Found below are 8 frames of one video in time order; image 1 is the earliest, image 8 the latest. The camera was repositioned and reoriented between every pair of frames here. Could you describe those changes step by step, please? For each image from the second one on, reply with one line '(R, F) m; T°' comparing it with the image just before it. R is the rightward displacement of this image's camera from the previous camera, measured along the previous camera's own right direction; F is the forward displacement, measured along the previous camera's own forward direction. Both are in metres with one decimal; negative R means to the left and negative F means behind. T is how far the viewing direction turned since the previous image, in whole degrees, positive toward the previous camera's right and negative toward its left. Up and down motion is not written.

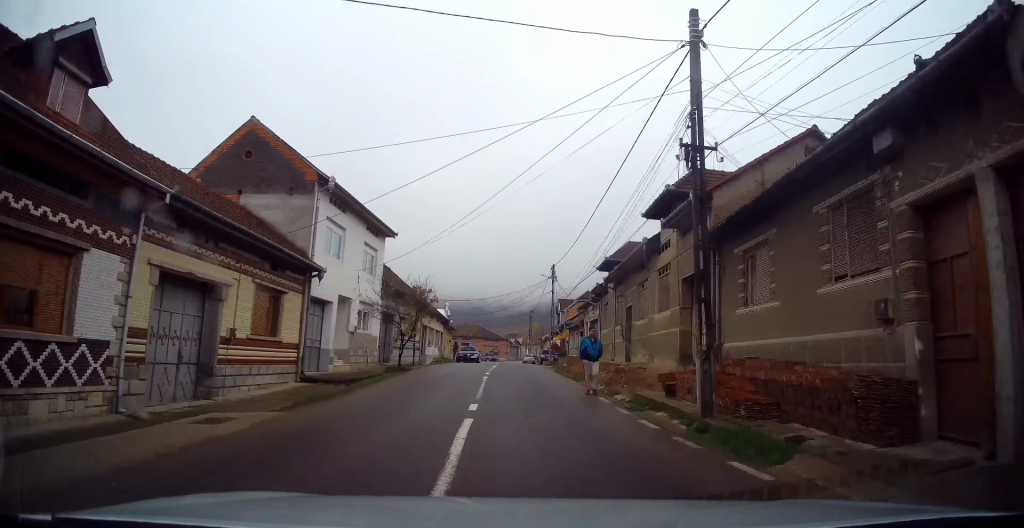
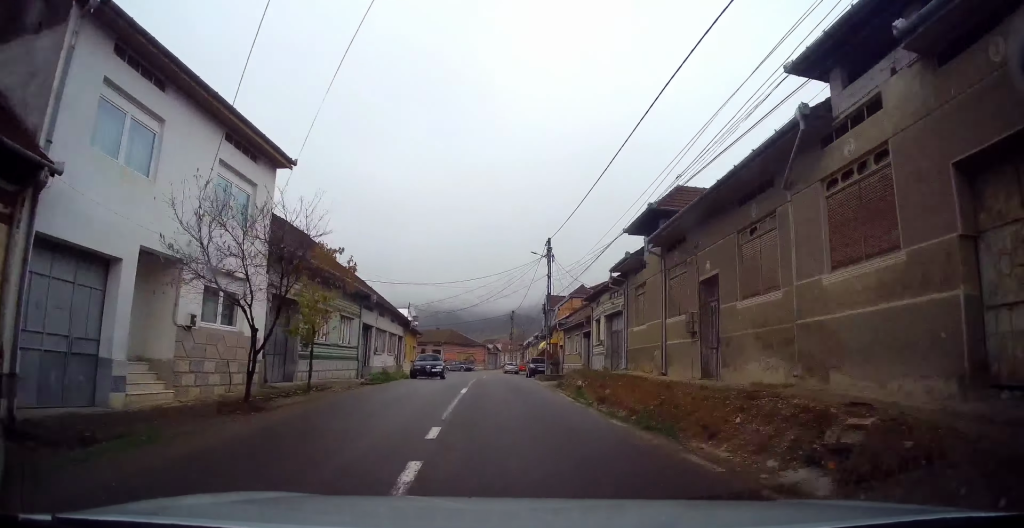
(-0.2, +13.1) m; +1°
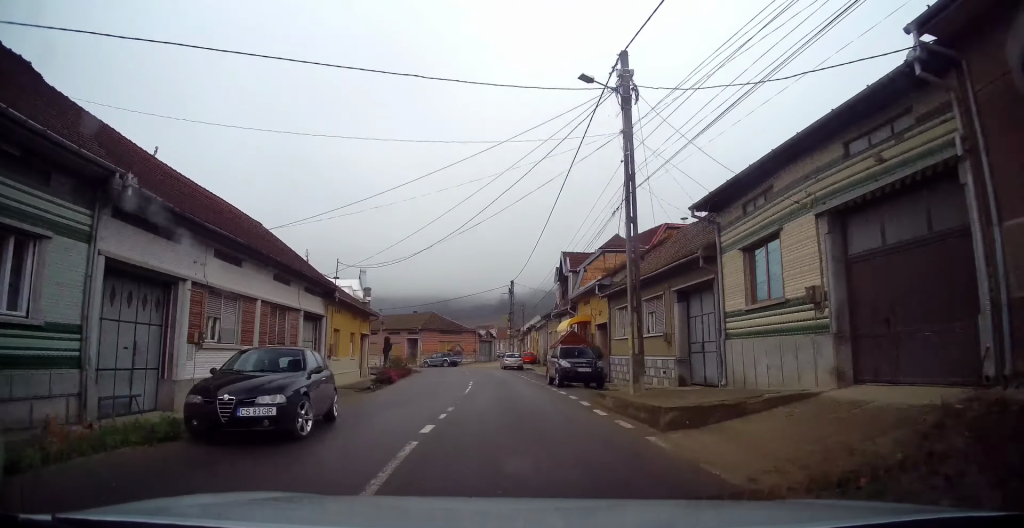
(+0.7, +20.0) m; +2°
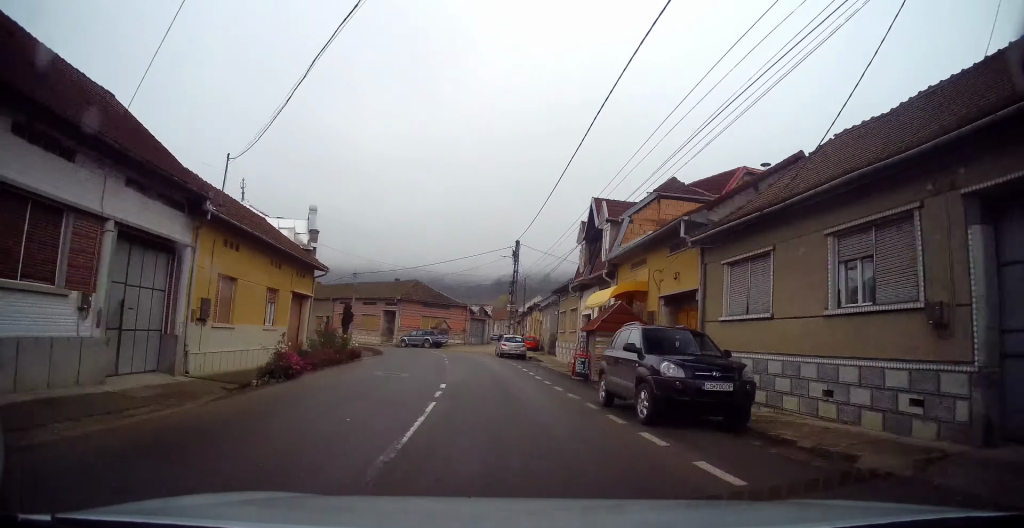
(0.0, +11.9) m; -1°
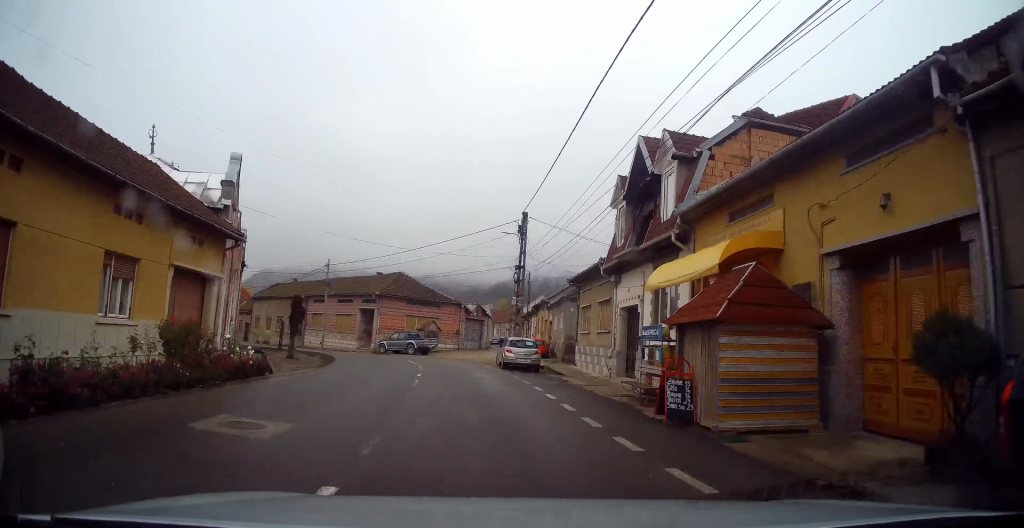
(0.0, +9.4) m; -1°
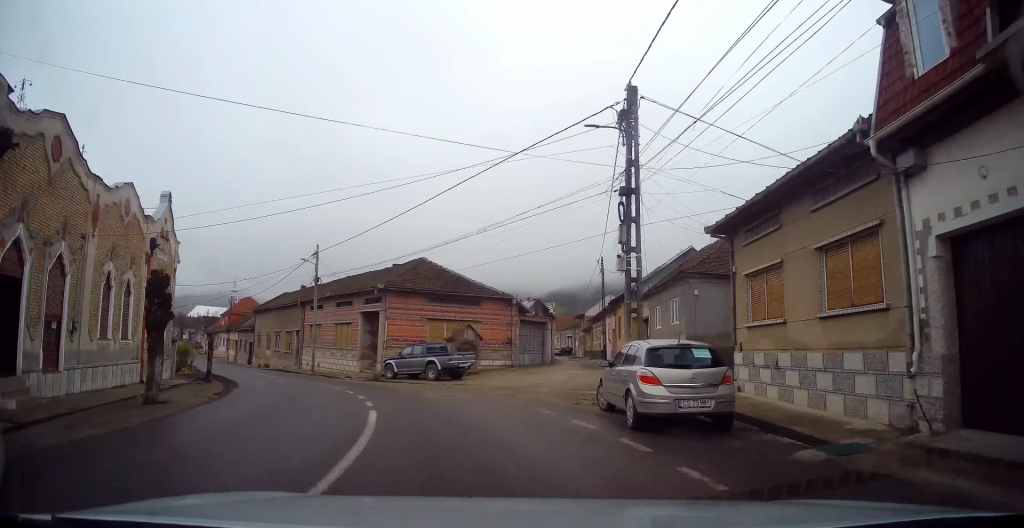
(-0.6, +15.8) m; -7°
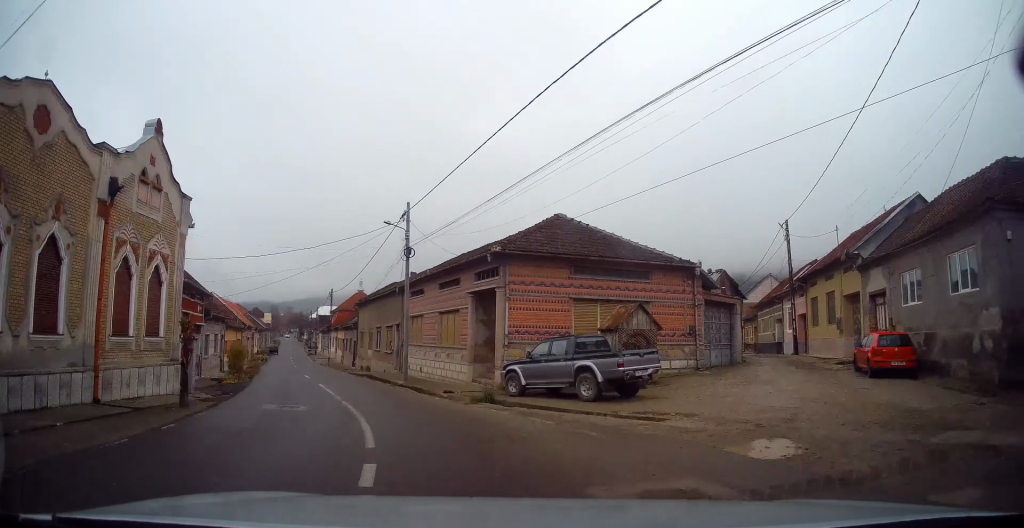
(-0.7, +10.9) m; -11°
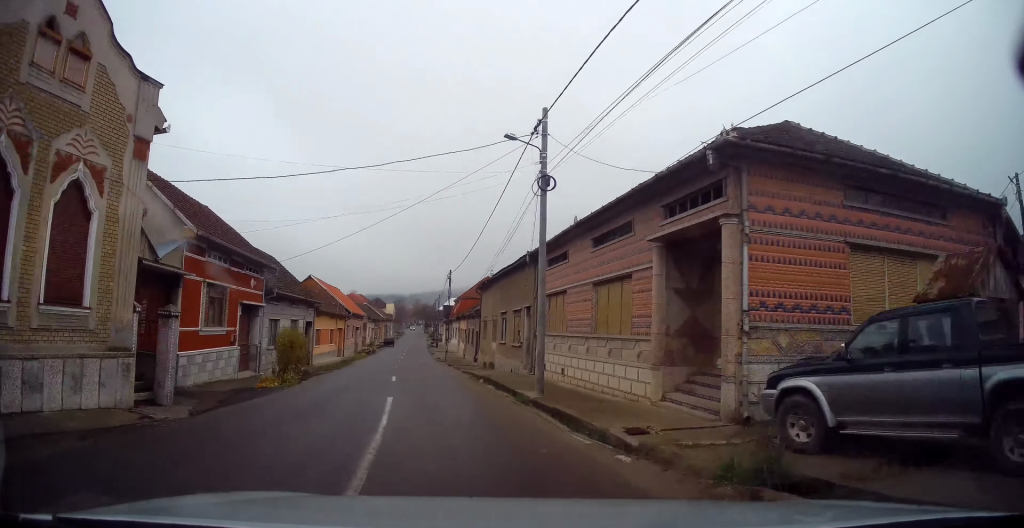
(-1.1, +9.9) m; -12°
